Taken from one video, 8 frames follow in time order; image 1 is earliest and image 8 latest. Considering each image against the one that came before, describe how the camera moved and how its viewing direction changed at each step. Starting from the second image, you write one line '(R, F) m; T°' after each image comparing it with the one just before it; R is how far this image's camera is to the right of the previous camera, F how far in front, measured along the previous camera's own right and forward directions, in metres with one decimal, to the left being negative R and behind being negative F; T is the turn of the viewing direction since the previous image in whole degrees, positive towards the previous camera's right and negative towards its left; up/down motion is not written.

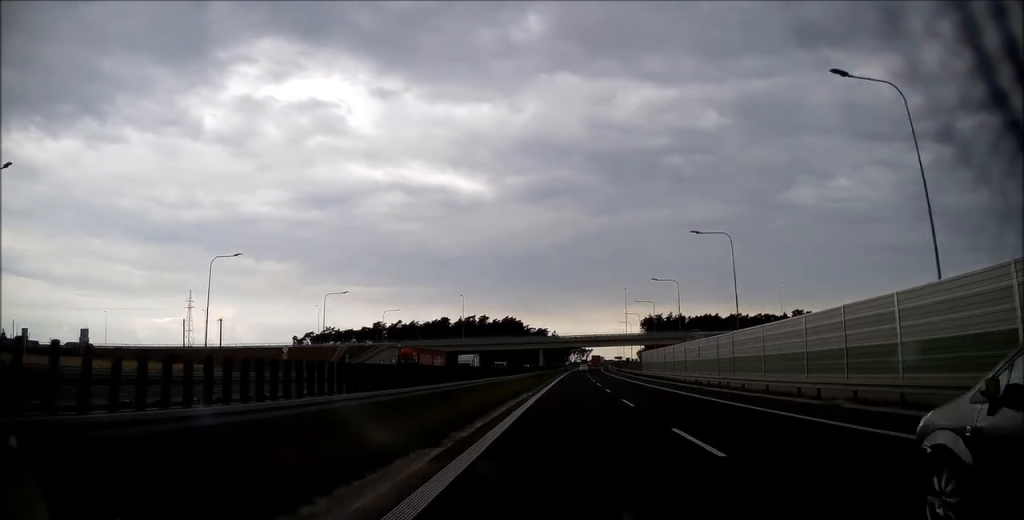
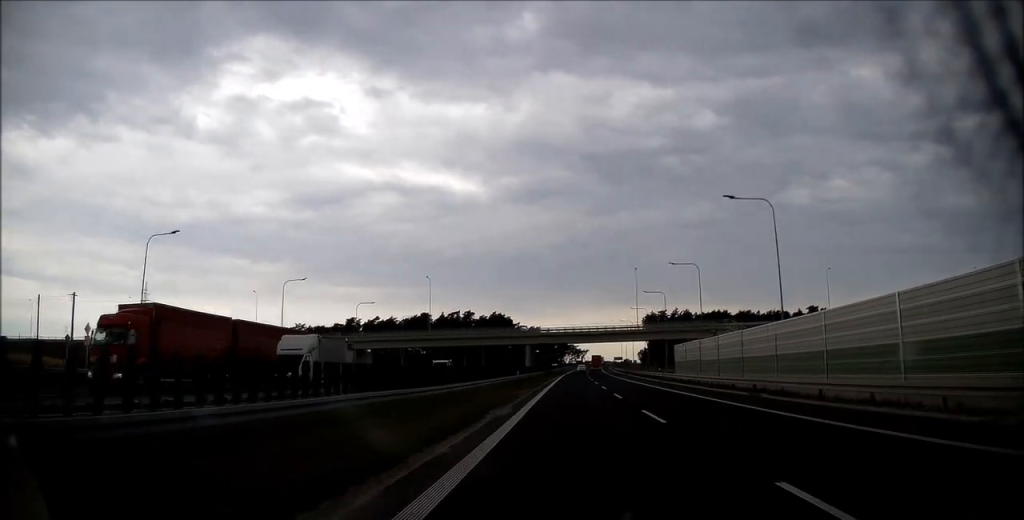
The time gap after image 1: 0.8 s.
(+0.2, +30.3) m; +1°
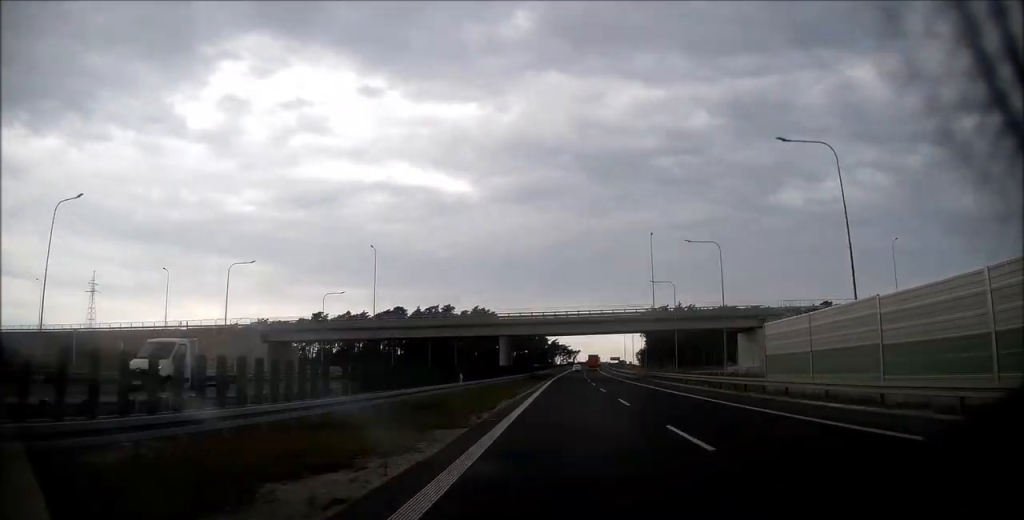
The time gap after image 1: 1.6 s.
(+0.2, +29.0) m; +1°
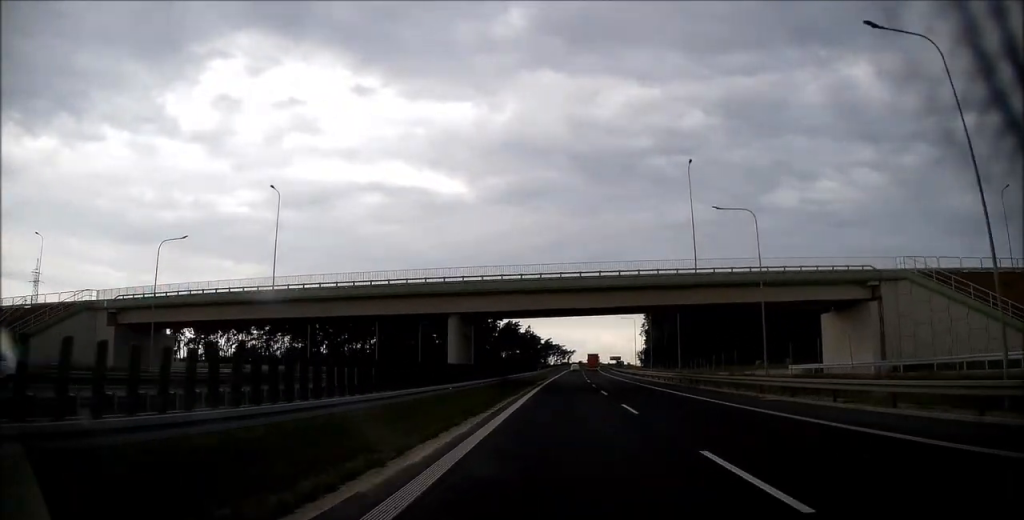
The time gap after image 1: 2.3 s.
(+0.2, +29.1) m; +1°
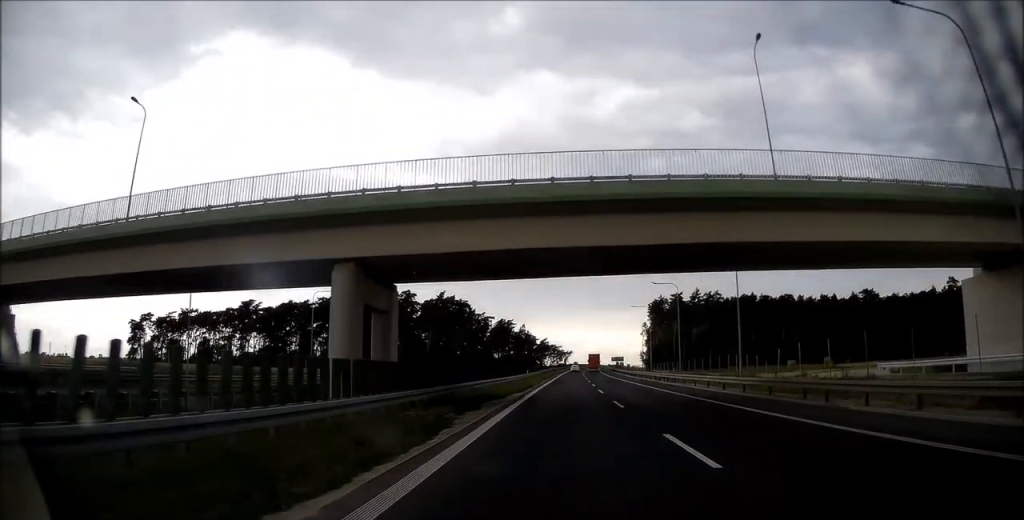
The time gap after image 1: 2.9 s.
(+0.1, +21.5) m; 0°
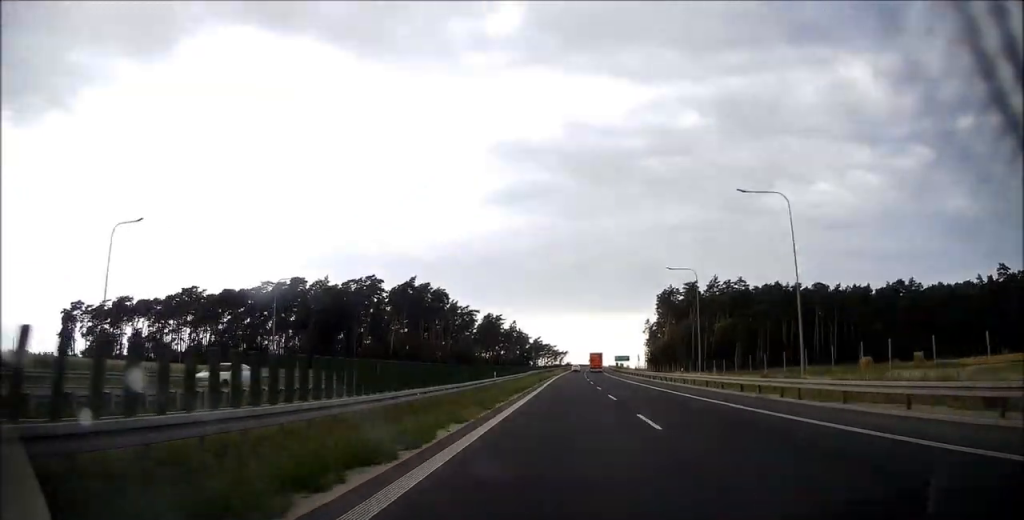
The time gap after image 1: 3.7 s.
(+0.2, +31.6) m; +1°
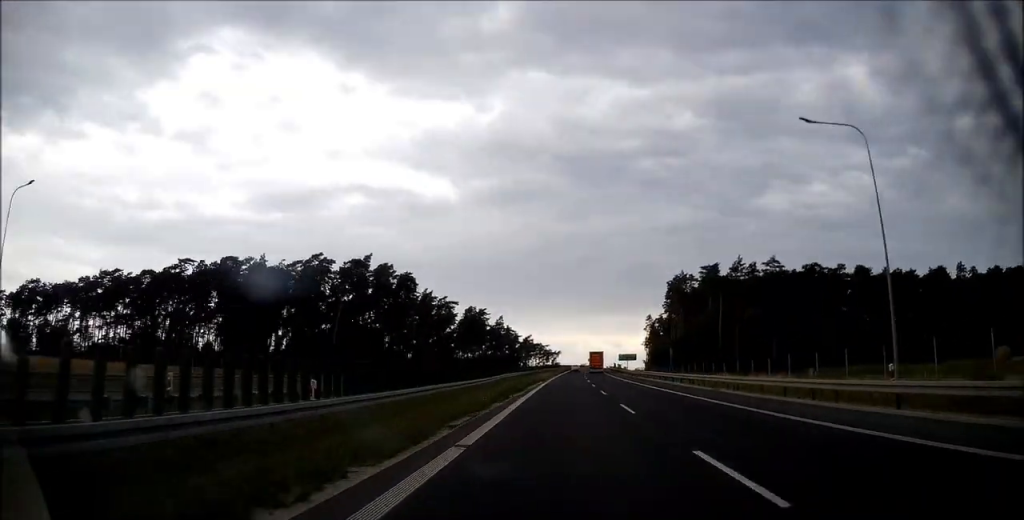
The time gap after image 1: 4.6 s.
(+0.2, +31.6) m; +1°
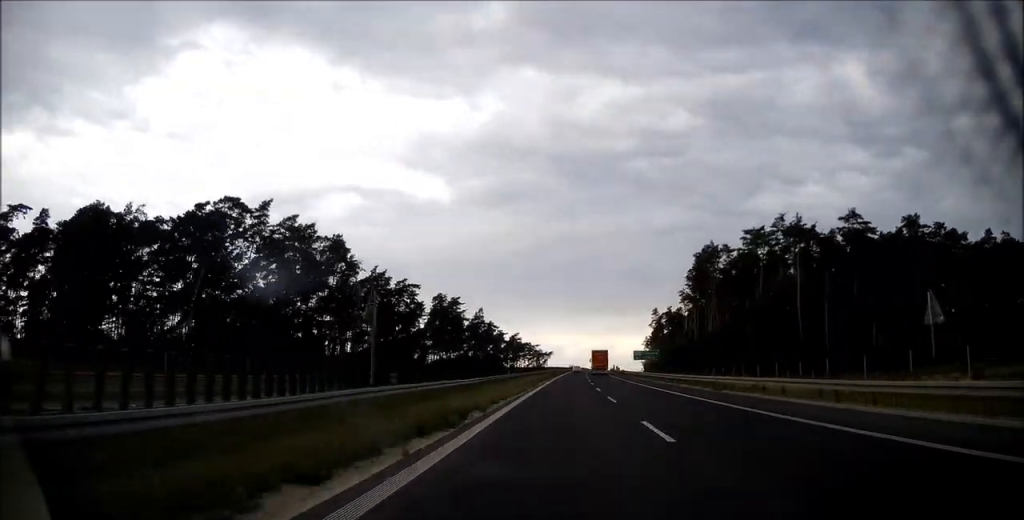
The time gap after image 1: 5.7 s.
(+0.3, +43.0) m; +1°
